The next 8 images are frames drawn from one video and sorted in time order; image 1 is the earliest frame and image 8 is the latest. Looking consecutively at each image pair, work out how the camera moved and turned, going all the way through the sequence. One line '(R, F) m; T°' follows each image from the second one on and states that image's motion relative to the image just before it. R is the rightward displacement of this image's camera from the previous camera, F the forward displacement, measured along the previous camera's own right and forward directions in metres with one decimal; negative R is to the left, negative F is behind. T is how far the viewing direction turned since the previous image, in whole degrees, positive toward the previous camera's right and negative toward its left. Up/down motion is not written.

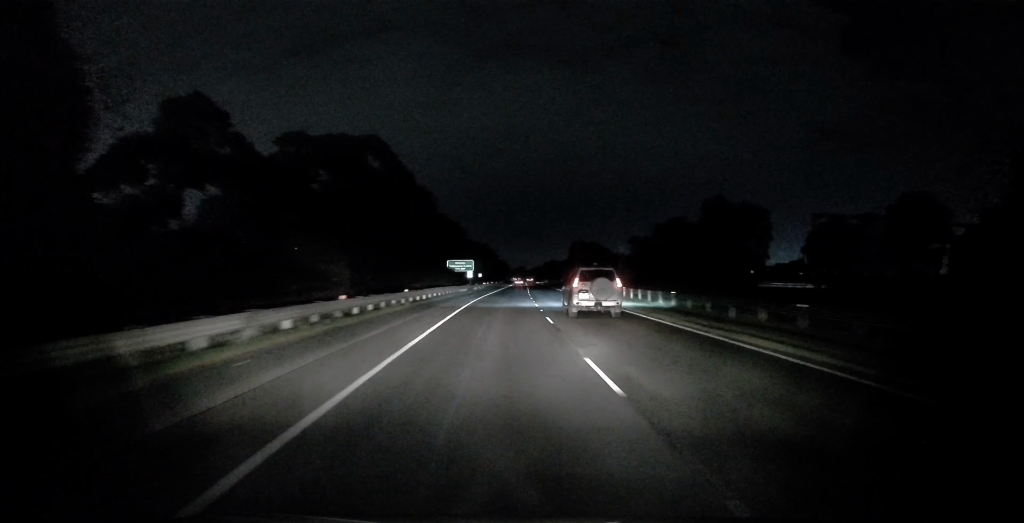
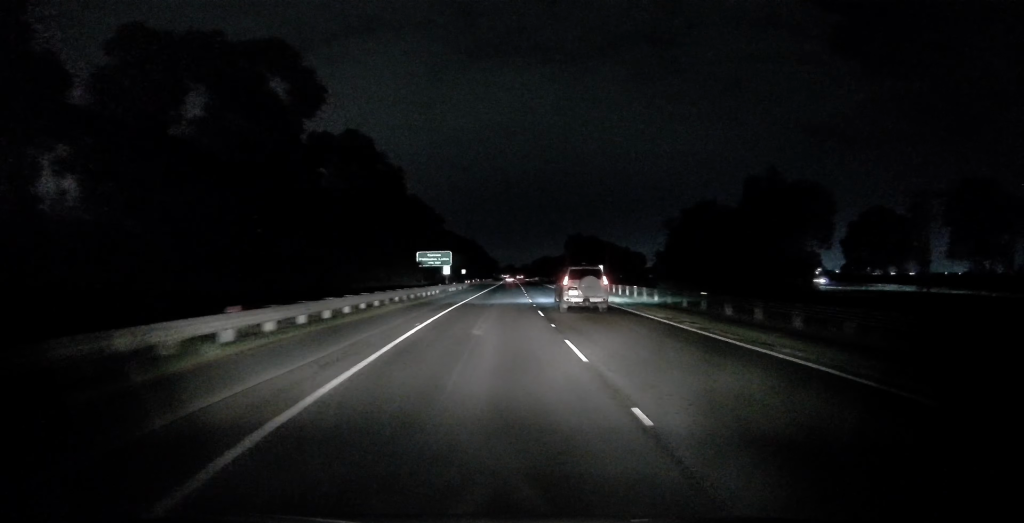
(-0.6, +21.4) m; -2°
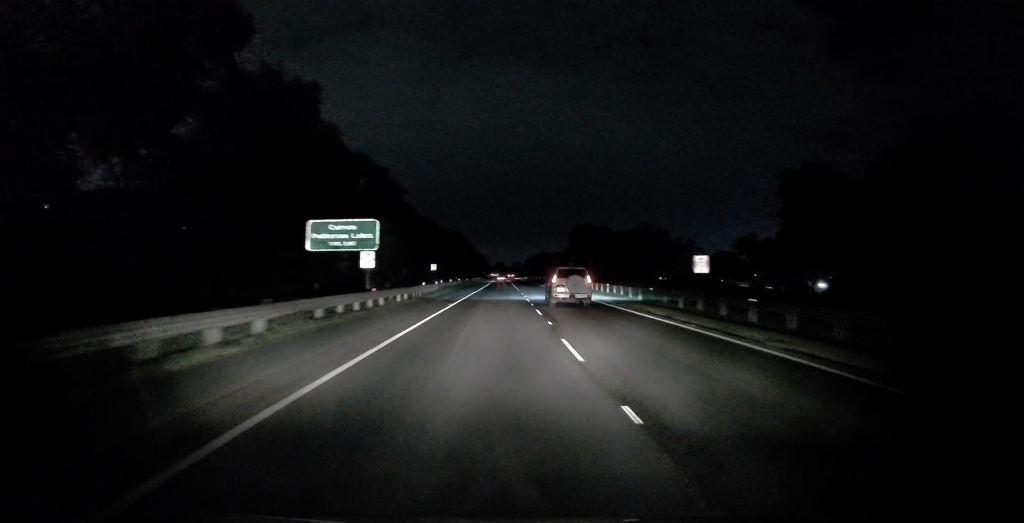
(-0.3, +38.4) m; -1°
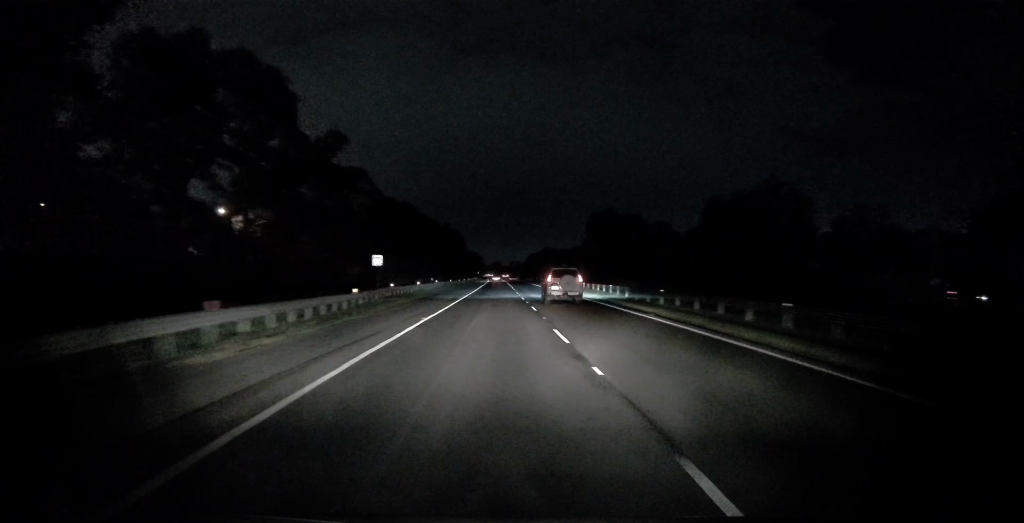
(+0.2, +39.2) m; 0°
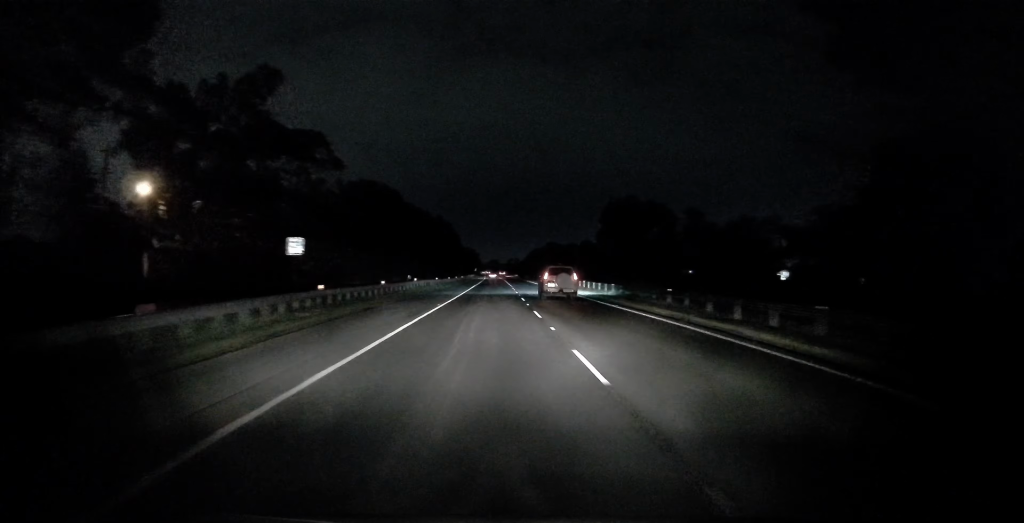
(-0.2, +22.2) m; 0°
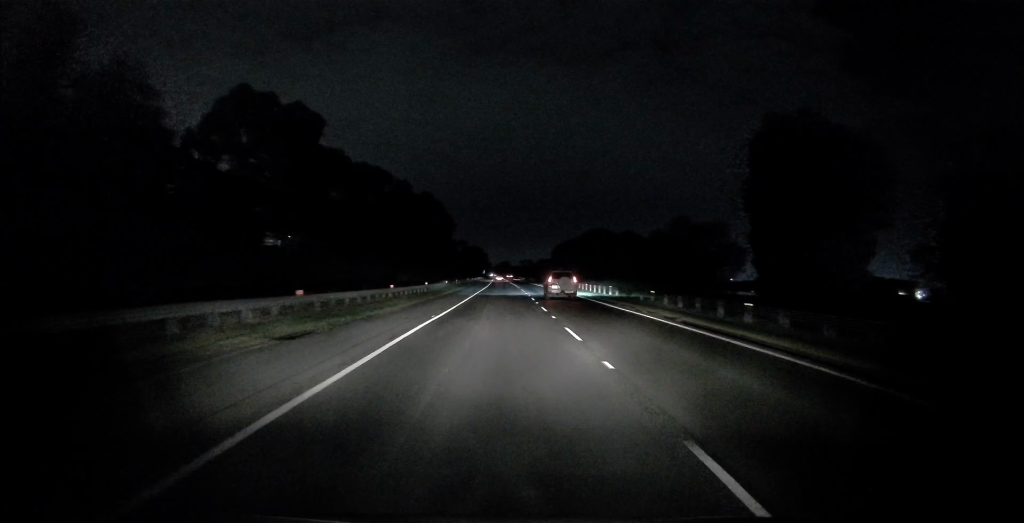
(+0.4, +59.9) m; +1°
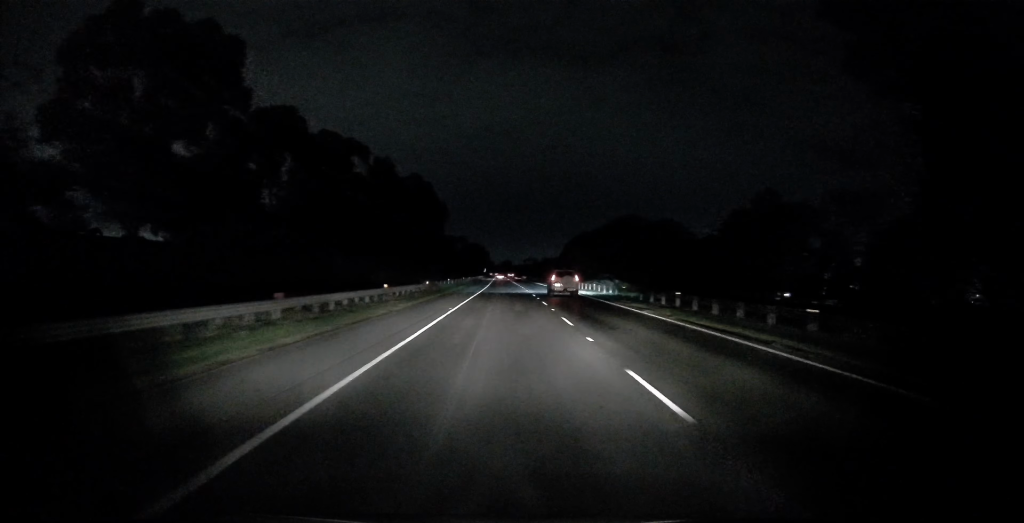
(+0.1, +16.2) m; 0°
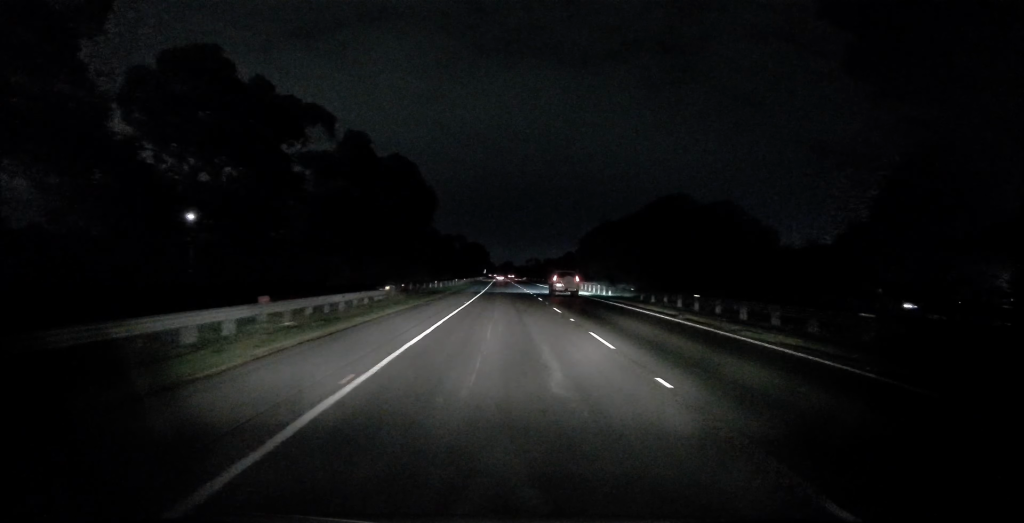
(+0.2, +13.3) m; 0°
